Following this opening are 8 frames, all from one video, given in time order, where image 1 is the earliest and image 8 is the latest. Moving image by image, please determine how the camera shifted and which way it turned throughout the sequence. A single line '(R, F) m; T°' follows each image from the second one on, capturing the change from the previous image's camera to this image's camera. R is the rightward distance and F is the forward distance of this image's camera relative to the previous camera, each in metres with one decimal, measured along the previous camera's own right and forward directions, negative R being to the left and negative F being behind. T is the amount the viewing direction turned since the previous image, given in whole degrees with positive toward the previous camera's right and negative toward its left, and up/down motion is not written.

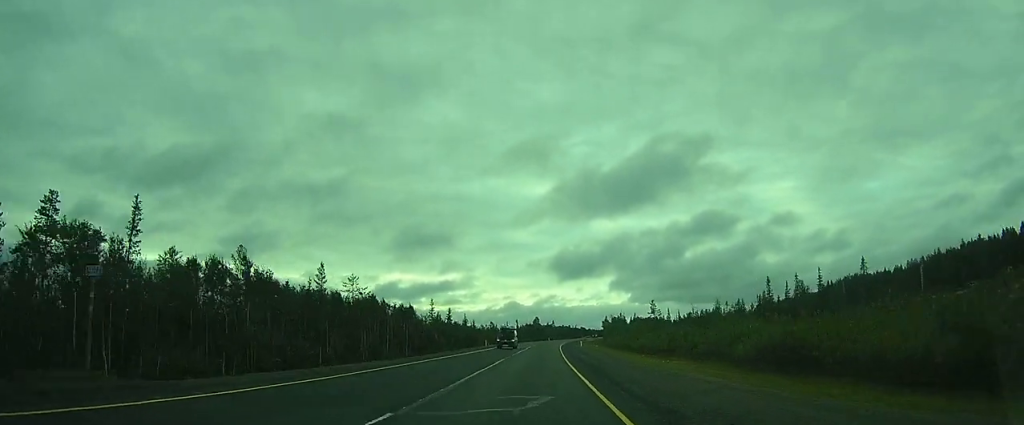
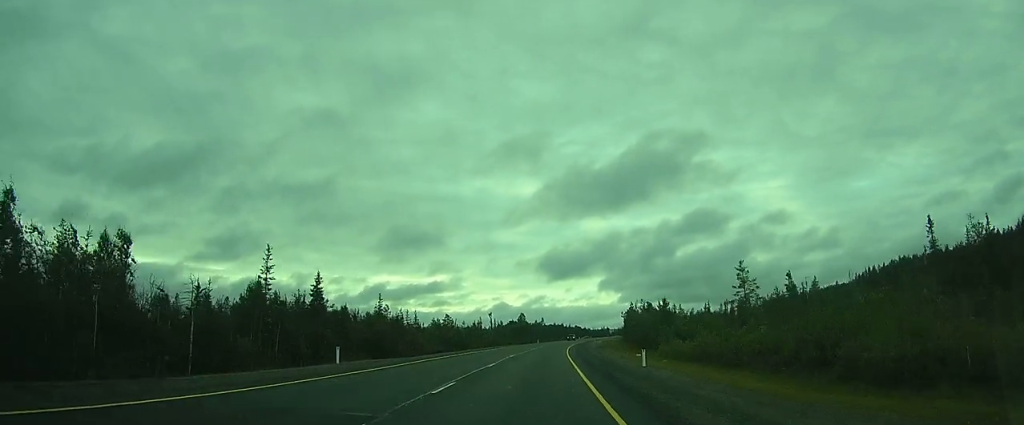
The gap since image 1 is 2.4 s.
(+0.8, +59.6) m; +2°
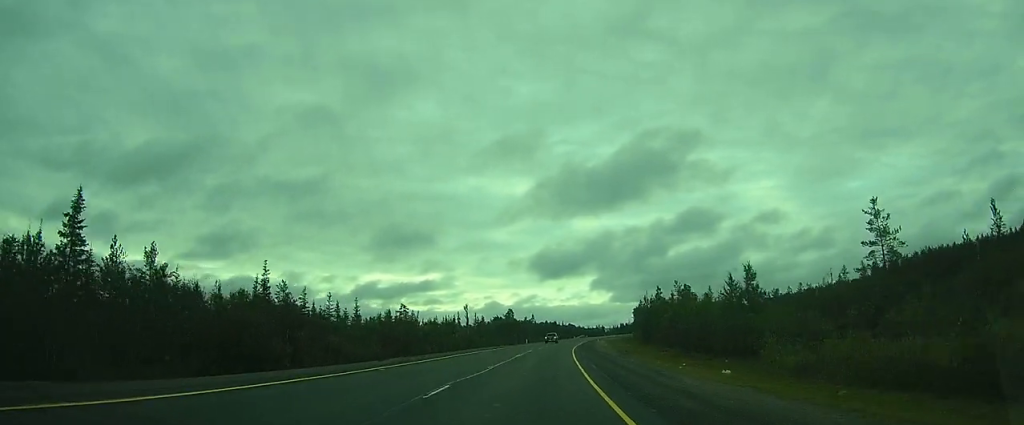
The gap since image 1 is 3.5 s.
(+0.2, +25.0) m; +1°
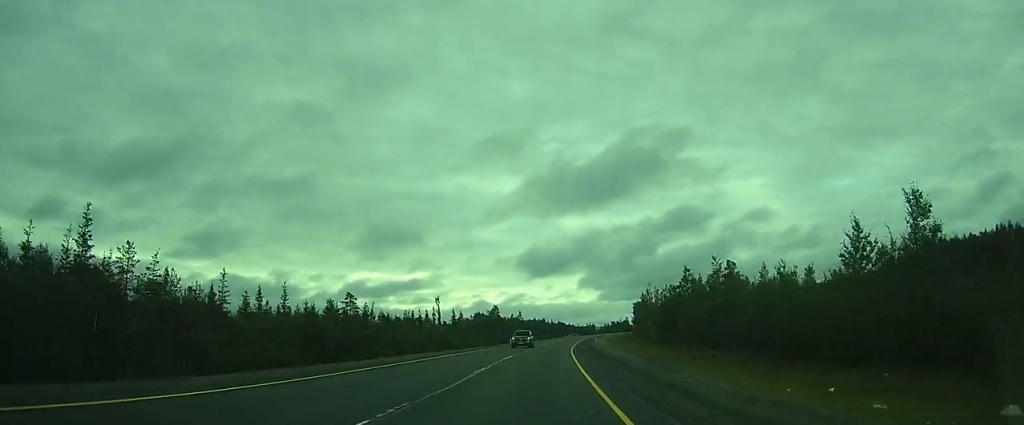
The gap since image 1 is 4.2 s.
(+0.2, +15.5) m; +1°
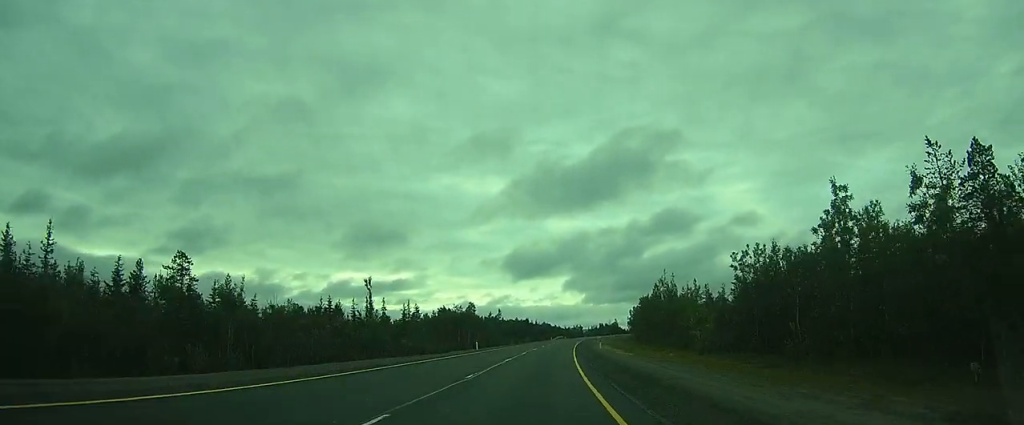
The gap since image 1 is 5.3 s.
(+0.1, +24.2) m; +1°
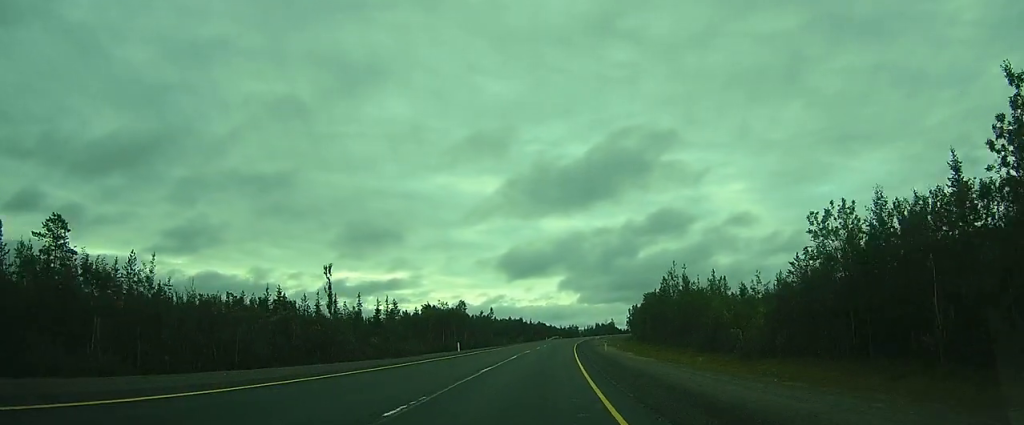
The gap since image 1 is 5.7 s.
(+0.1, +8.8) m; 0°
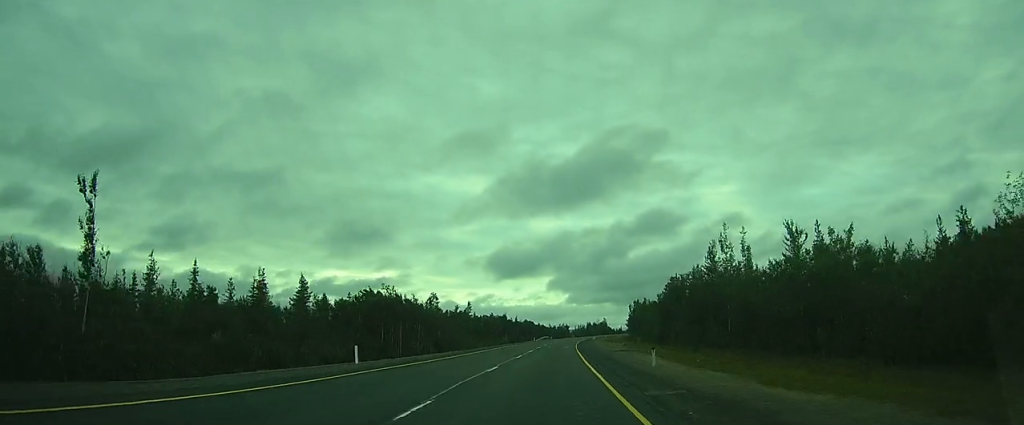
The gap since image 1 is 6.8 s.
(+0.3, +23.6) m; +1°
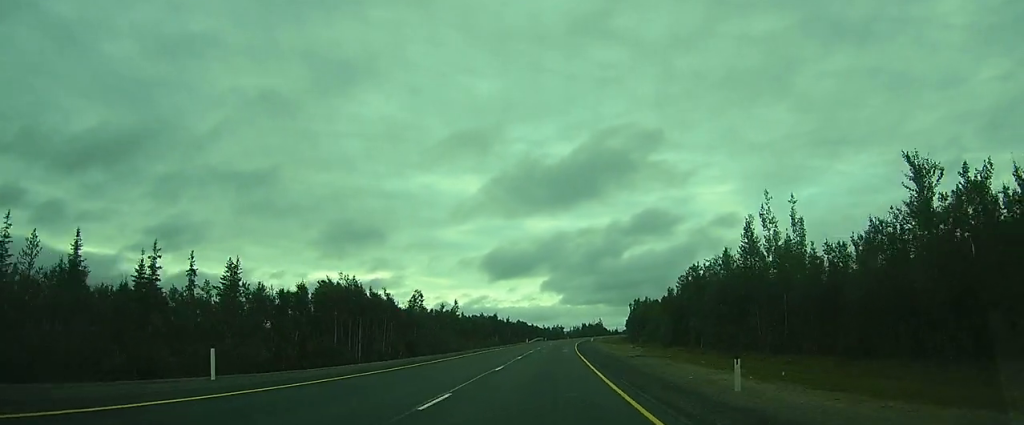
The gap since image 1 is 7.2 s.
(0.0, +10.3) m; 0°
